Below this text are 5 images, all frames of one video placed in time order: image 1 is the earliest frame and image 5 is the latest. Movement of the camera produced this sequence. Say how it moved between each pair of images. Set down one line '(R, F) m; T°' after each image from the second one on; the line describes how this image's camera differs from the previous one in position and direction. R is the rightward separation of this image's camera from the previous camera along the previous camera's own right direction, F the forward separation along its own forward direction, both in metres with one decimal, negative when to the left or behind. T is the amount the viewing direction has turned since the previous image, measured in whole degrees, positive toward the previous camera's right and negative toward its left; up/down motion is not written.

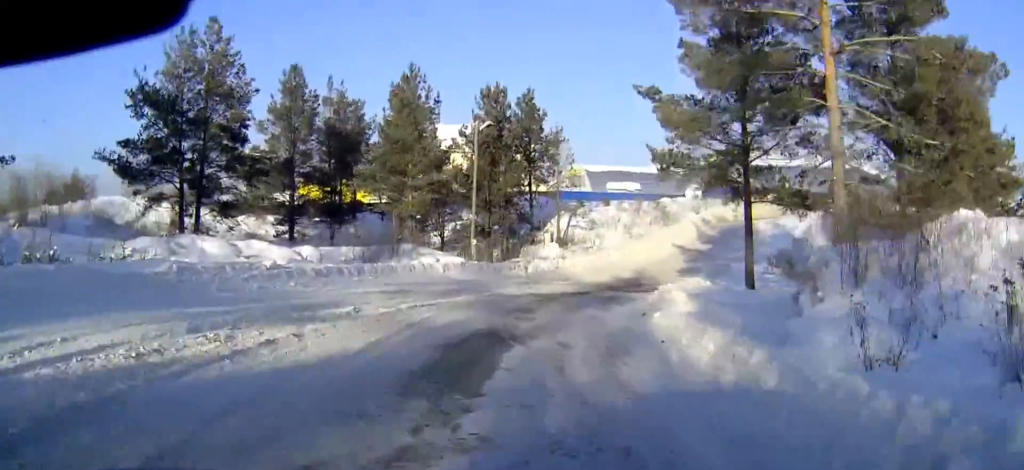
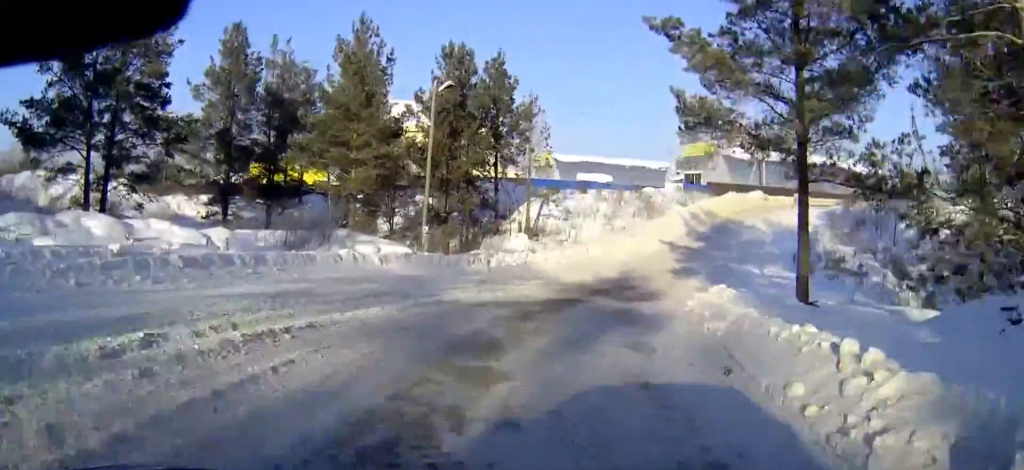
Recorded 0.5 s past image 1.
(+0.6, +8.2) m; +4°
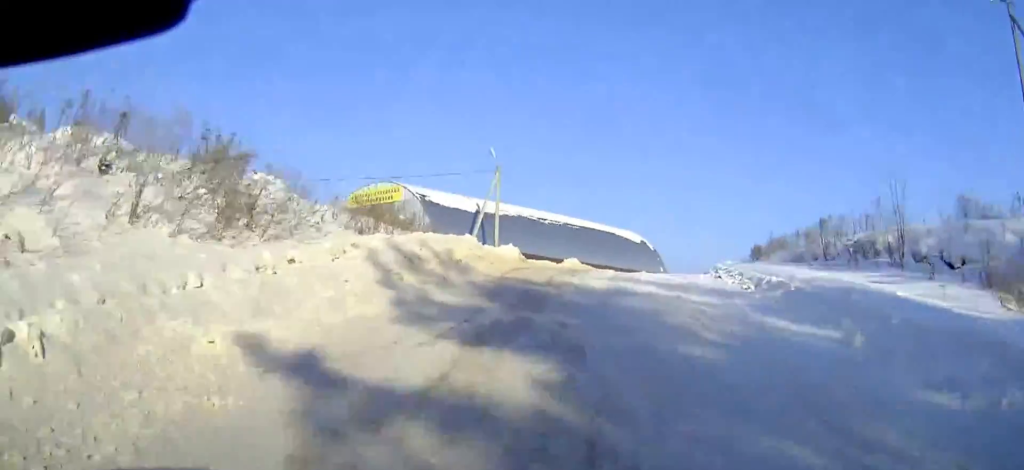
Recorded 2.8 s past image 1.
(+7.0, +38.5) m; +19°
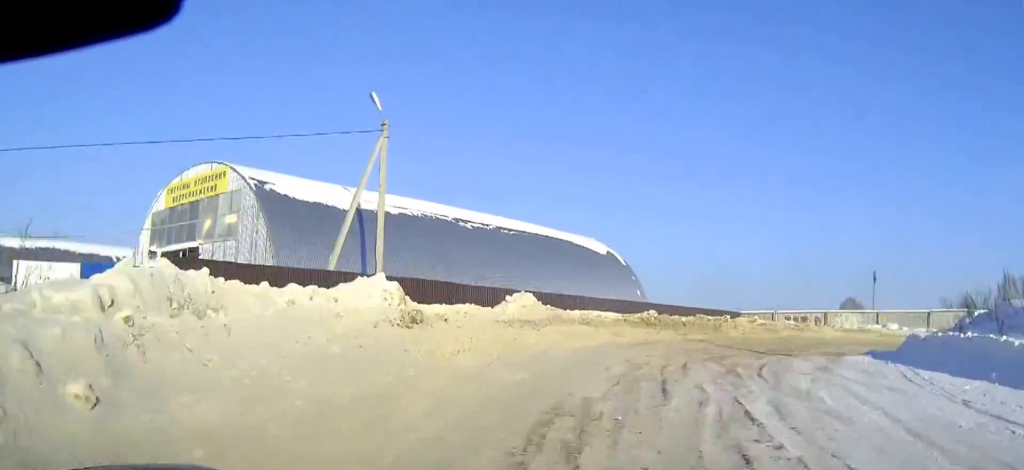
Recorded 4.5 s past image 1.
(+2.3, +25.1) m; +16°
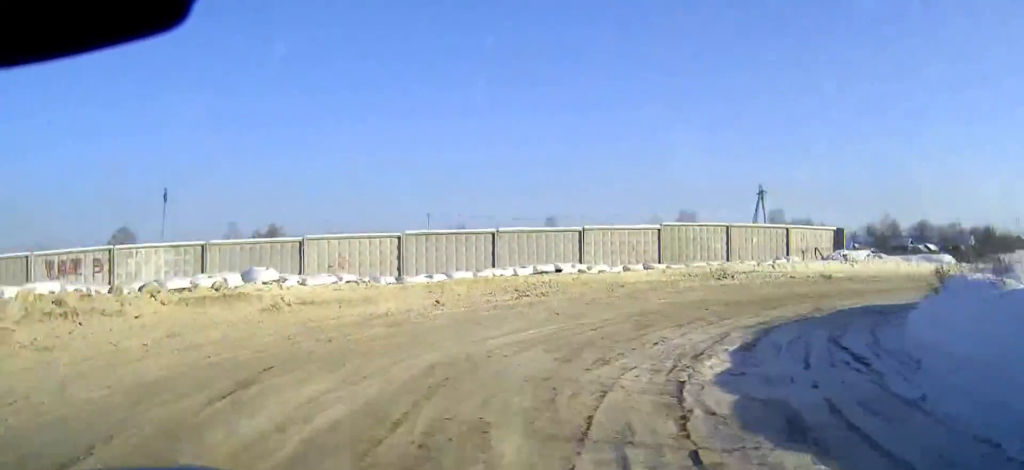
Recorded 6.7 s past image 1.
(+9.5, +20.8) m; +72°
